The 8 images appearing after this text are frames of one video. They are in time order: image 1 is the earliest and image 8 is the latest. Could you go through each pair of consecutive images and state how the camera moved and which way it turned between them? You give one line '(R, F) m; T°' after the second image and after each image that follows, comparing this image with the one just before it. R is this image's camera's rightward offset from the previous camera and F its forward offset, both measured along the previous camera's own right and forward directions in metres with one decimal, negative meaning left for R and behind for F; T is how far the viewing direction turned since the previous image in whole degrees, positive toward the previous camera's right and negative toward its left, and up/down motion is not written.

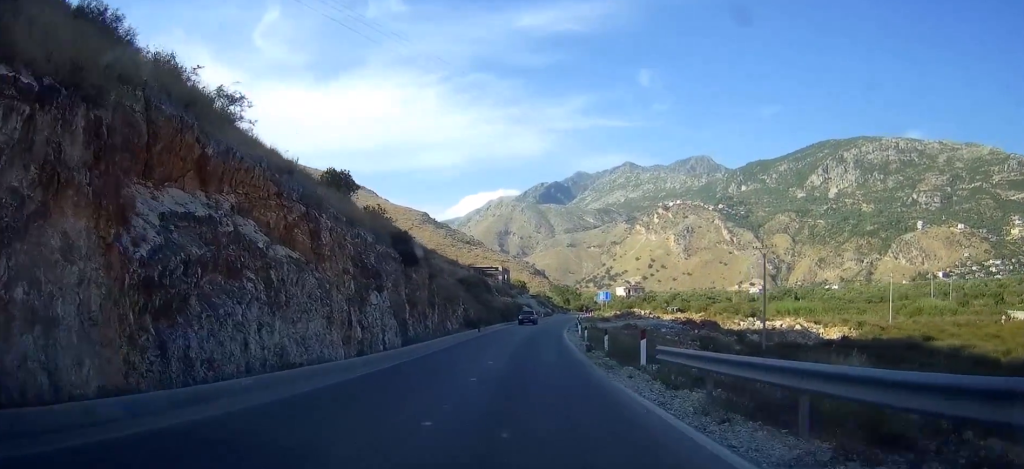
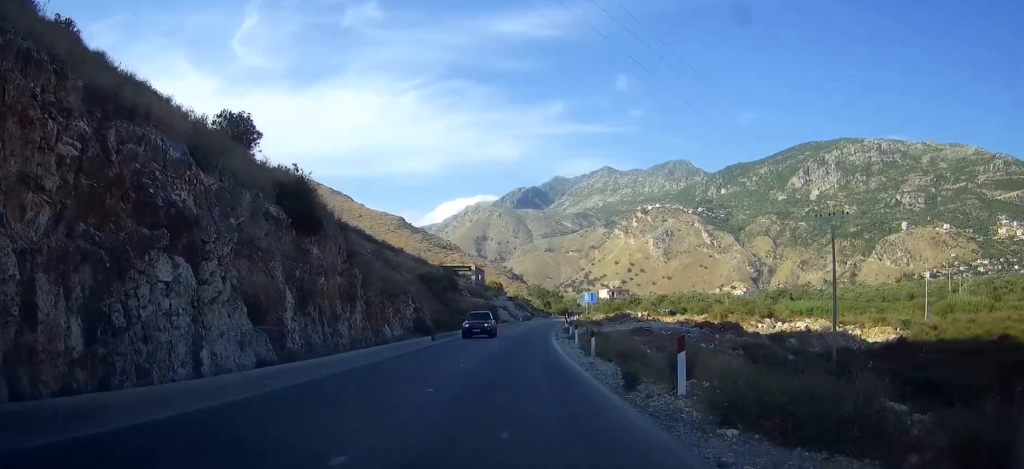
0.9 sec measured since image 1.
(+0.3, +16.6) m; +1°
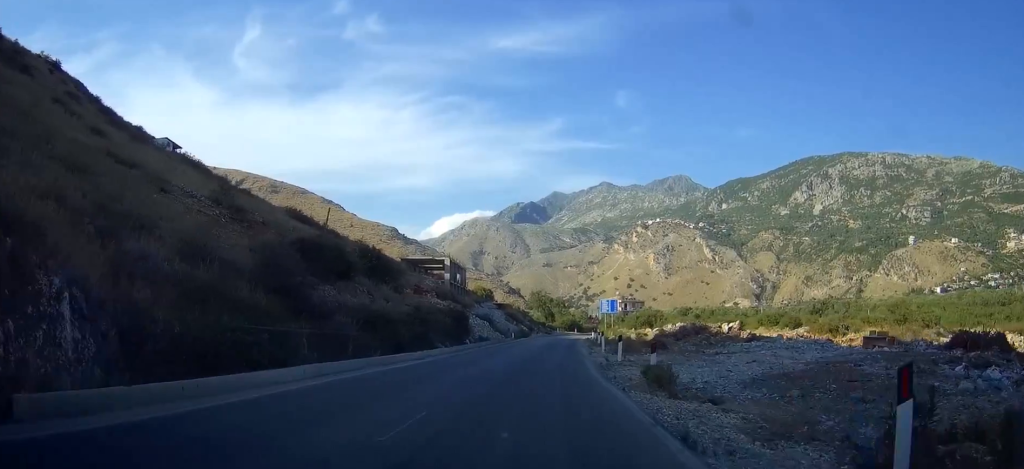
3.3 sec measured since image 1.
(+0.2, +41.1) m; +1°
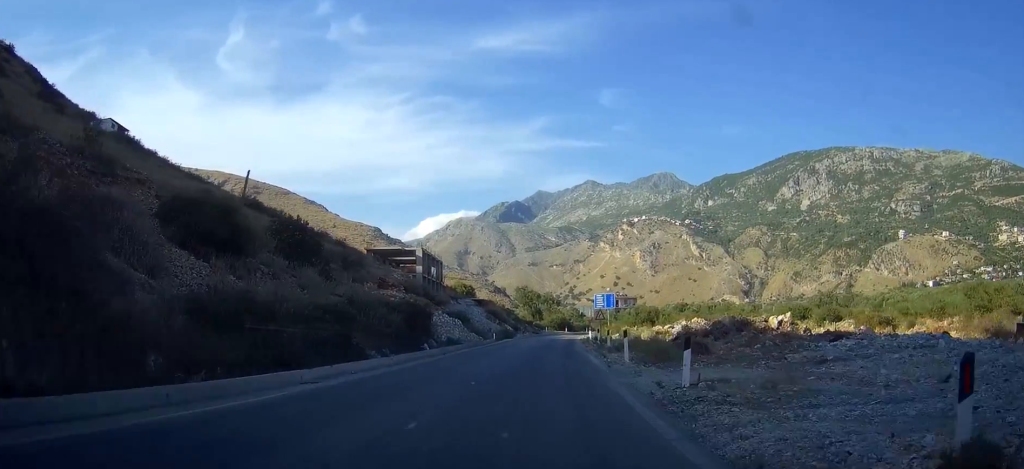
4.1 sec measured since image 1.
(+0.1, +12.9) m; +1°
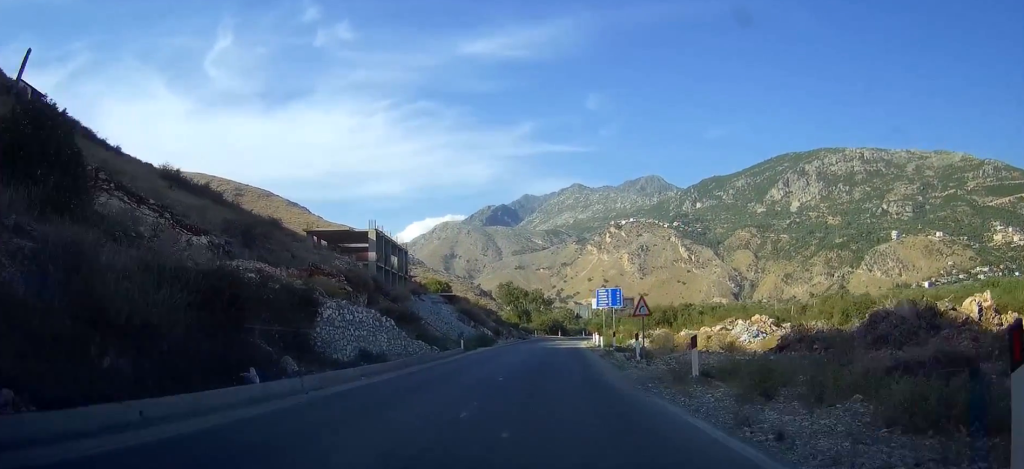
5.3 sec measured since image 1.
(+0.2, +19.9) m; +1°
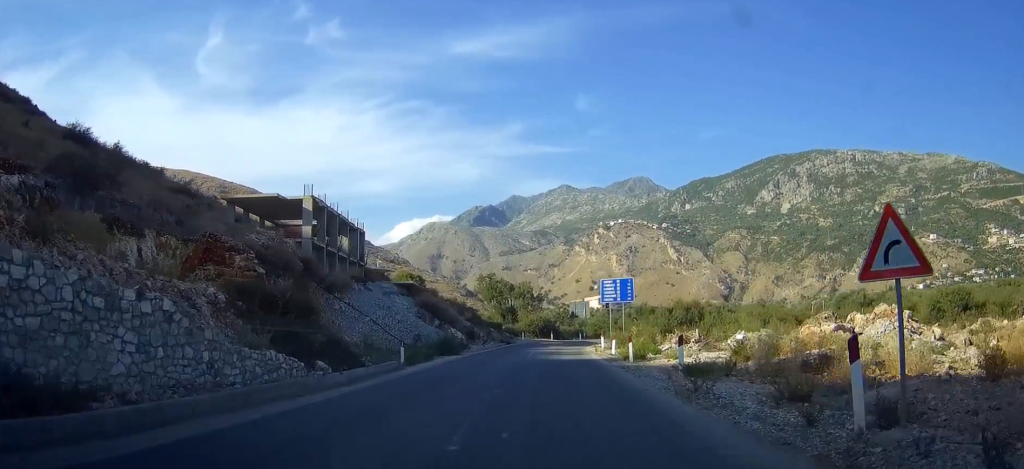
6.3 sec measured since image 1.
(+0.2, +17.0) m; +2°
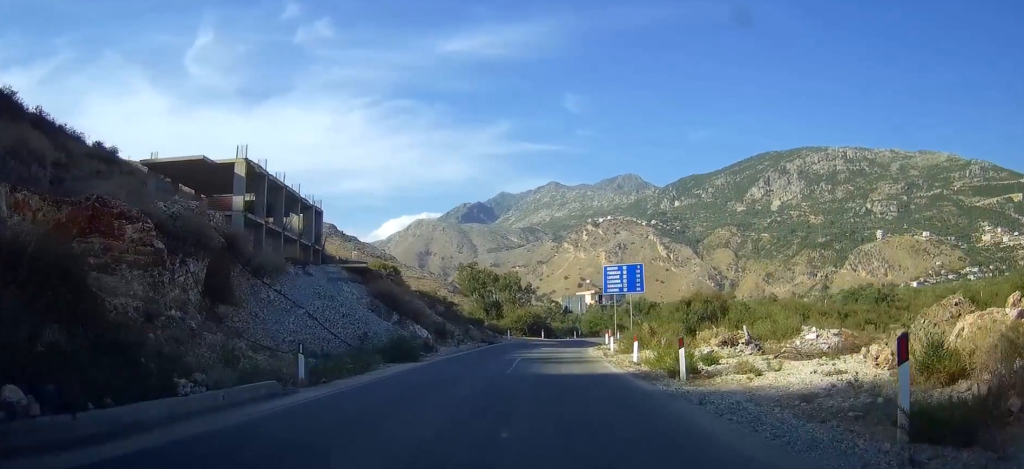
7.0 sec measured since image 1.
(+0.2, +10.9) m; +1°
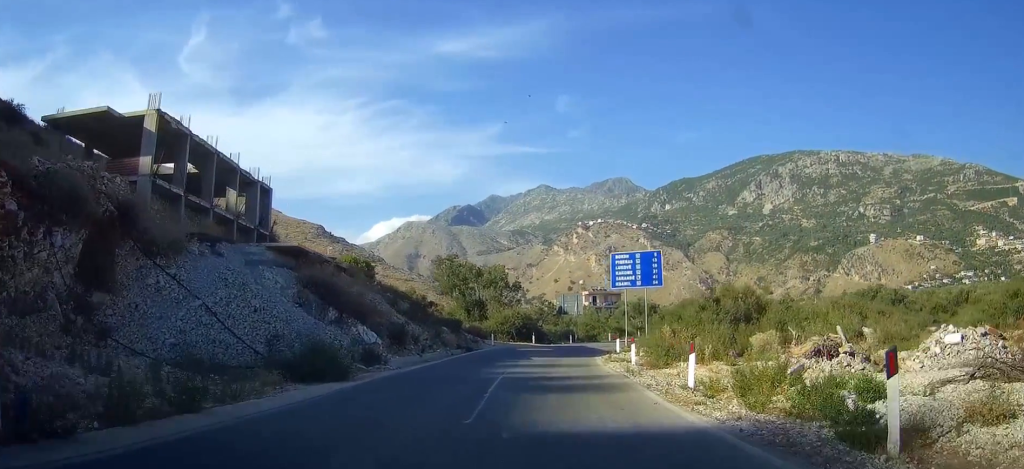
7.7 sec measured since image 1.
(0.0, +10.1) m; 0°
